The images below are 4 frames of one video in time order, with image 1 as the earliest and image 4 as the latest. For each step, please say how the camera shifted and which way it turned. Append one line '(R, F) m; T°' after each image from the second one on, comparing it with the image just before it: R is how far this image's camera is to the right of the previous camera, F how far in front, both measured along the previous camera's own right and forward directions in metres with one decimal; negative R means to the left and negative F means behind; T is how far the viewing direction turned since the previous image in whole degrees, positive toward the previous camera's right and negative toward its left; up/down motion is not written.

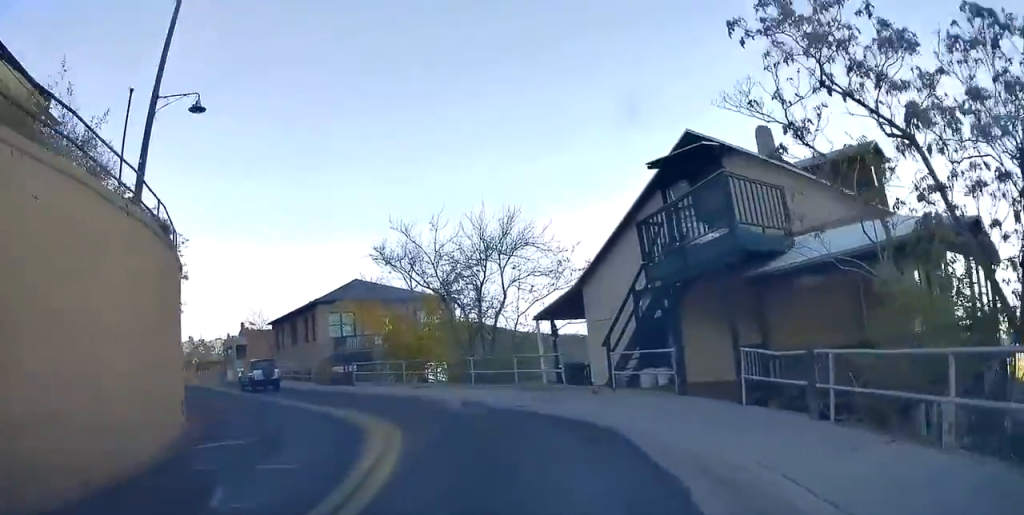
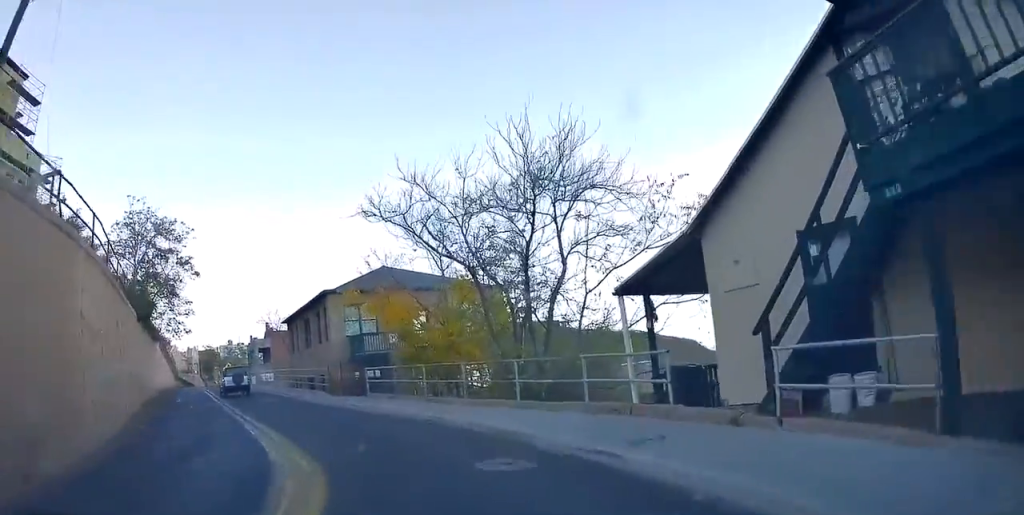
(-0.3, +7.2) m; -8°
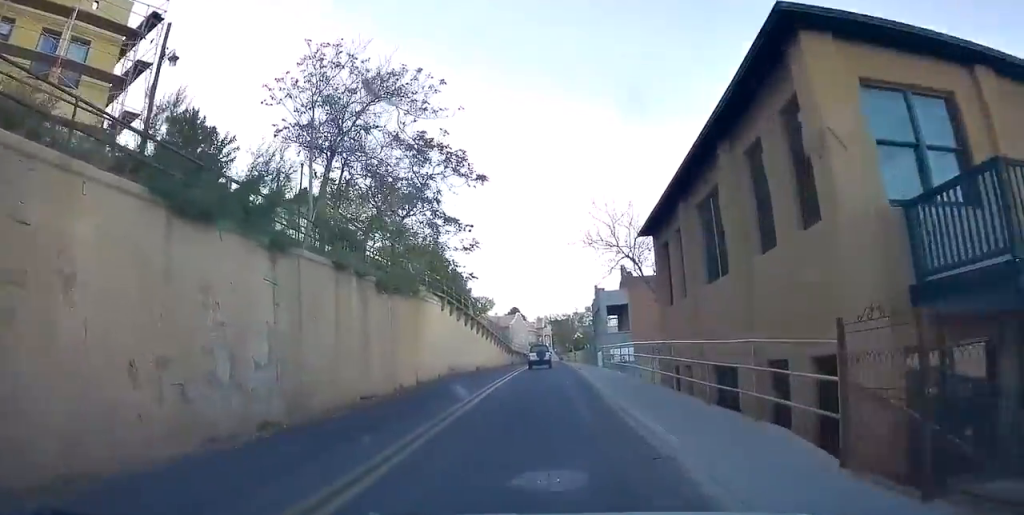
(-7.7, +20.6) m; -35°
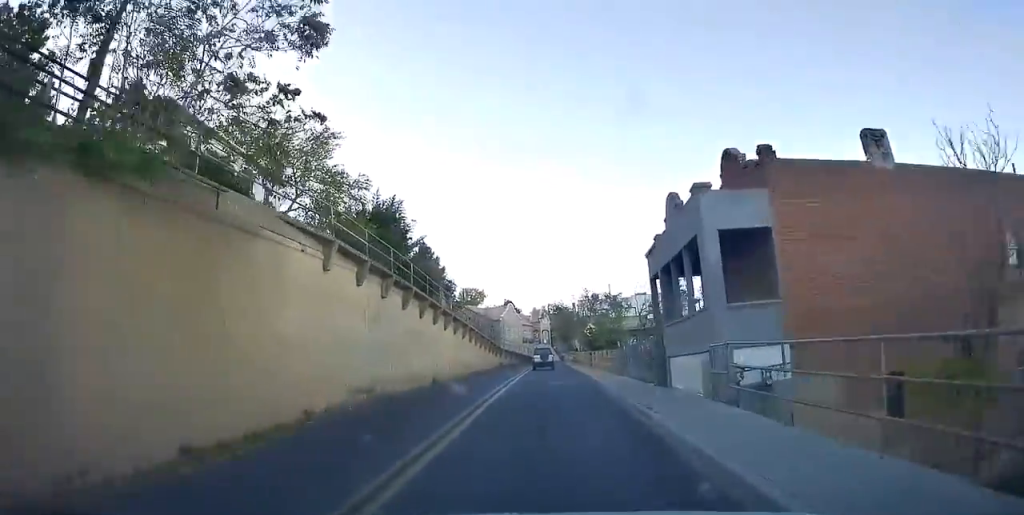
(-0.6, +20.2) m; -1°
